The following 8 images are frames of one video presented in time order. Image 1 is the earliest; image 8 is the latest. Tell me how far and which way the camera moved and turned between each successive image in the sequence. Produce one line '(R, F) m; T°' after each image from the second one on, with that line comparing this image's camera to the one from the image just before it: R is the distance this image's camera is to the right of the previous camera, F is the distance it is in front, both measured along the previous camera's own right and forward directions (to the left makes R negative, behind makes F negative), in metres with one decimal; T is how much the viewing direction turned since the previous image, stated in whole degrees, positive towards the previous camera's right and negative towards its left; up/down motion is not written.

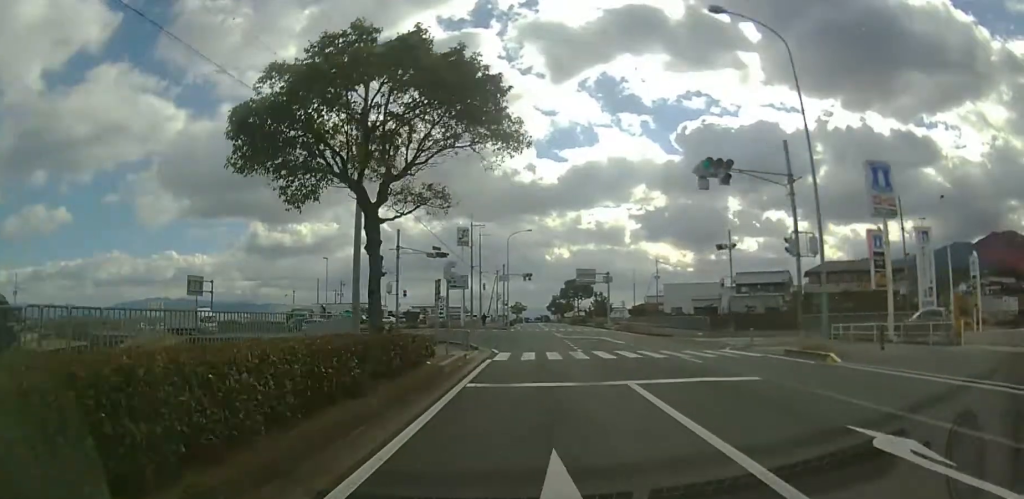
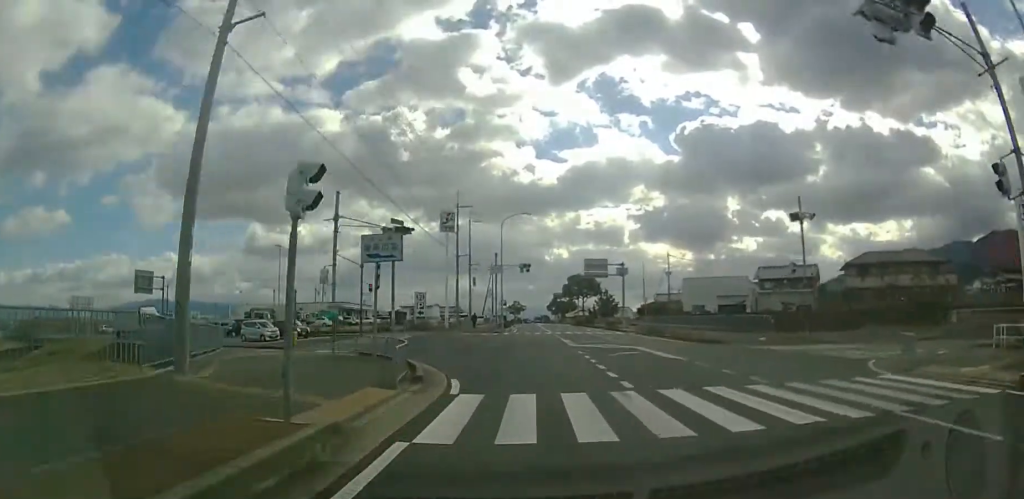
(0.0, +11.4) m; 0°
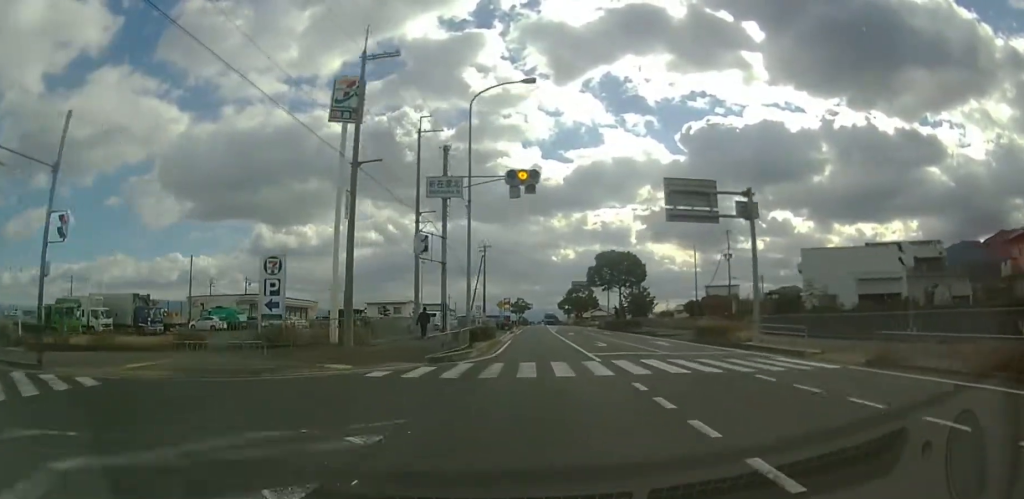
(+0.5, +32.2) m; +1°
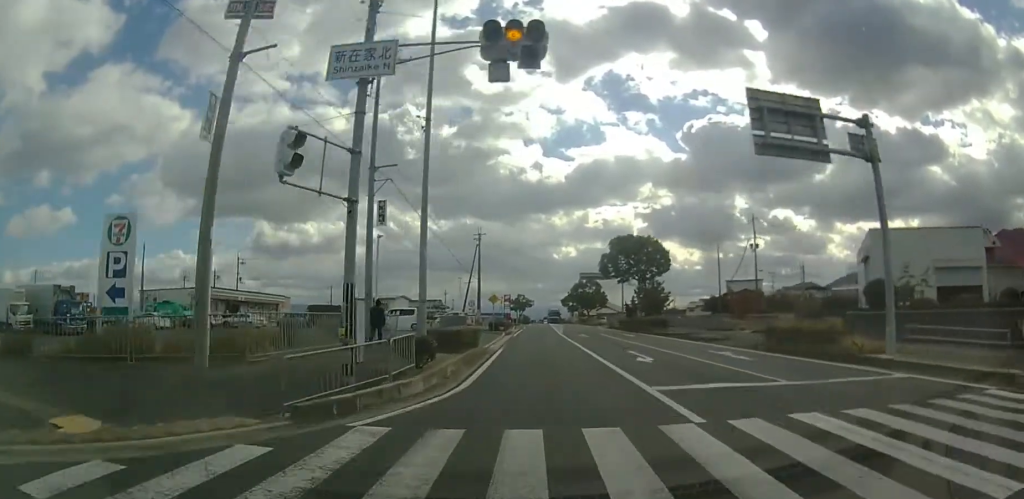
(0.0, +9.6) m; -1°
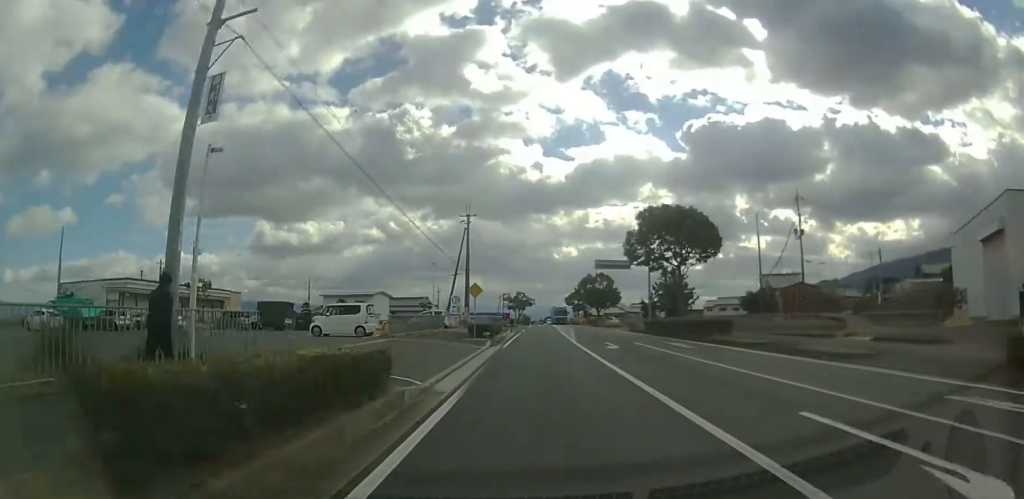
(-0.3, +13.7) m; -2°
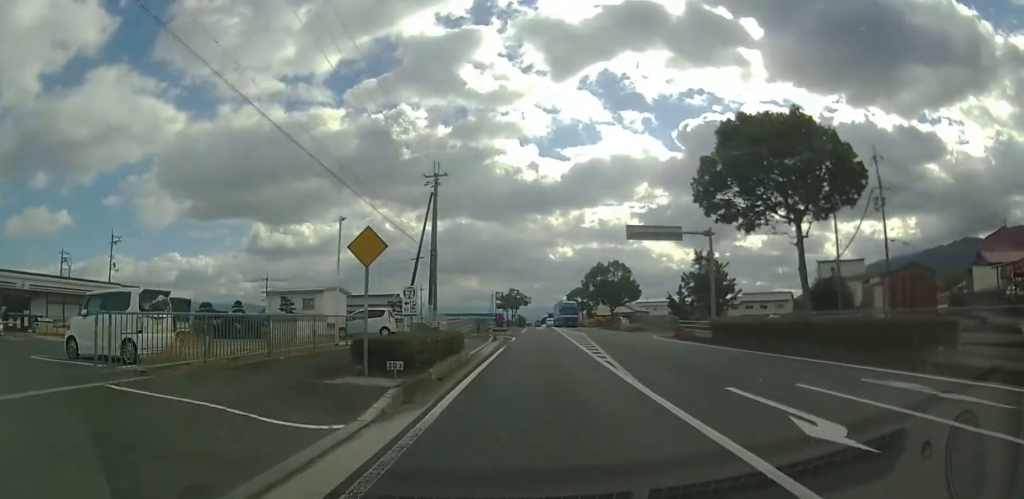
(-0.2, +17.6) m; 0°
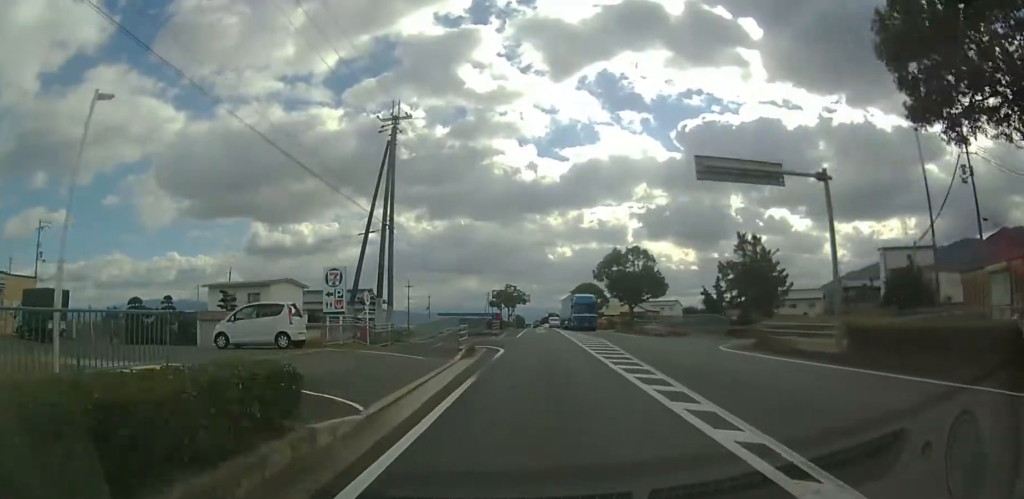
(-0.1, +12.9) m; +1°
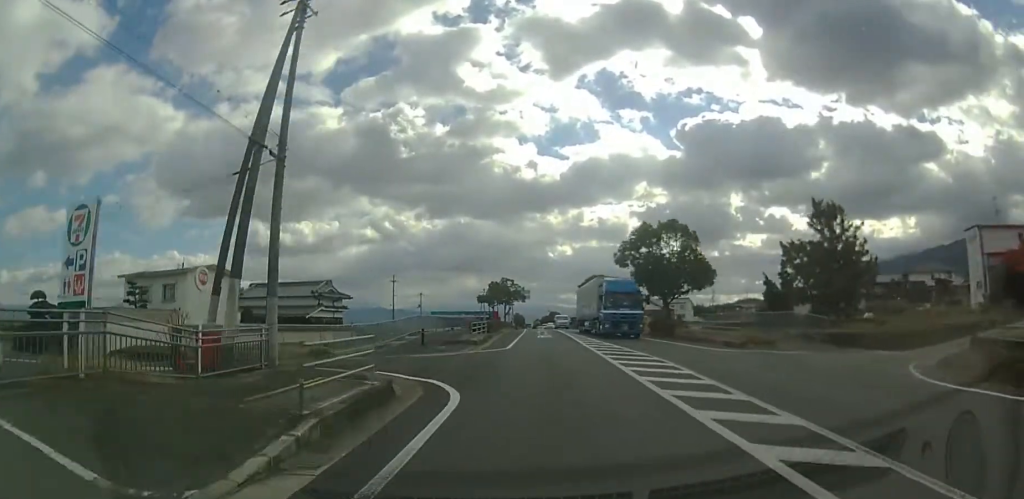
(+0.3, +13.7) m; +1°
